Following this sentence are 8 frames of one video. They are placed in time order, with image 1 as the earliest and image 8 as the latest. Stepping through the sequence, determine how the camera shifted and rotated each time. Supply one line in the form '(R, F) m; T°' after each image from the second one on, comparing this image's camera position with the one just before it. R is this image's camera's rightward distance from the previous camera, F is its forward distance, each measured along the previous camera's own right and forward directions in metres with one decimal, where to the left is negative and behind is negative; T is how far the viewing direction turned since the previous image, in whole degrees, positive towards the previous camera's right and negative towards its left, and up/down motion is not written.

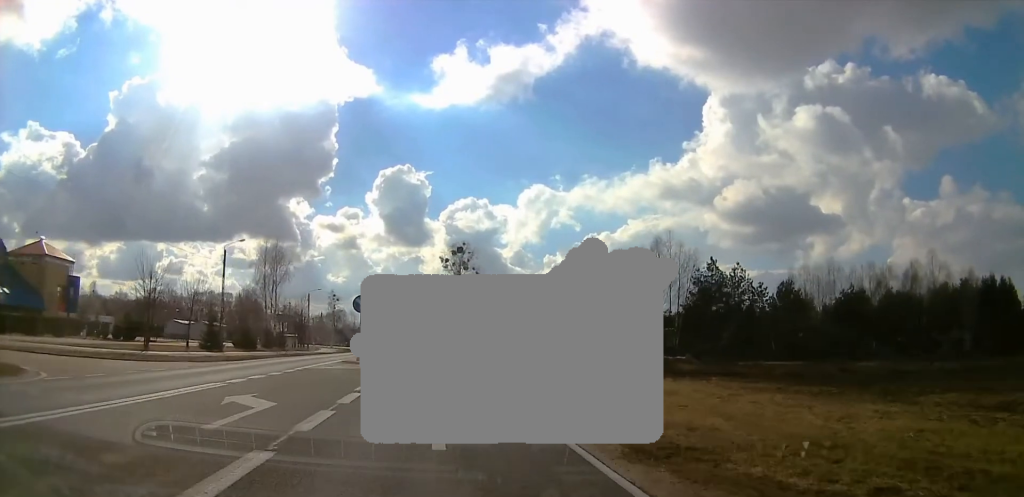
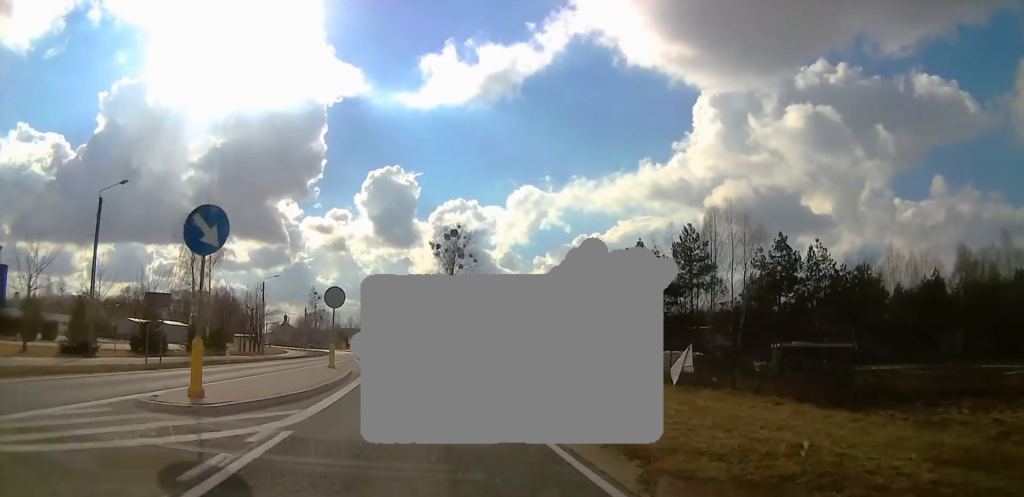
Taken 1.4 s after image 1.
(-0.3, +20.5) m; -3°
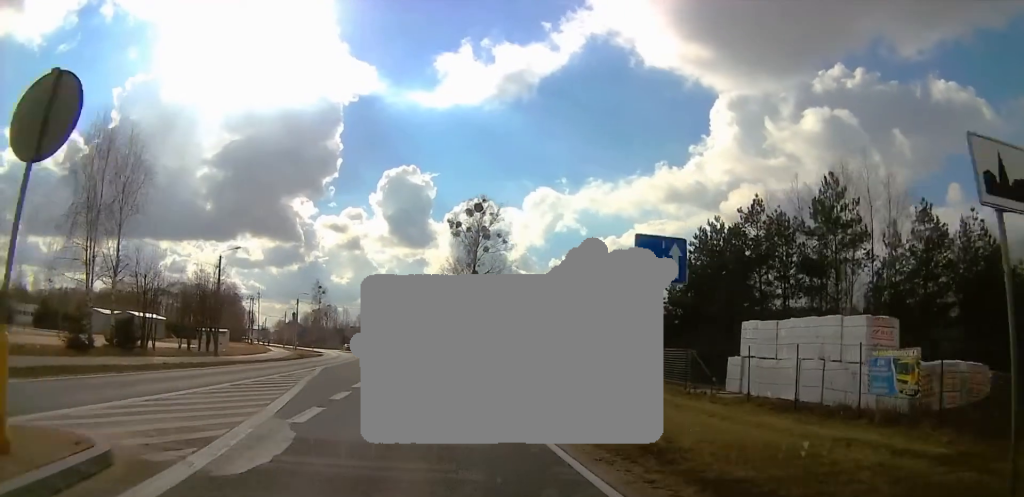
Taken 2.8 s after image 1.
(-0.2, +20.8) m; -1°
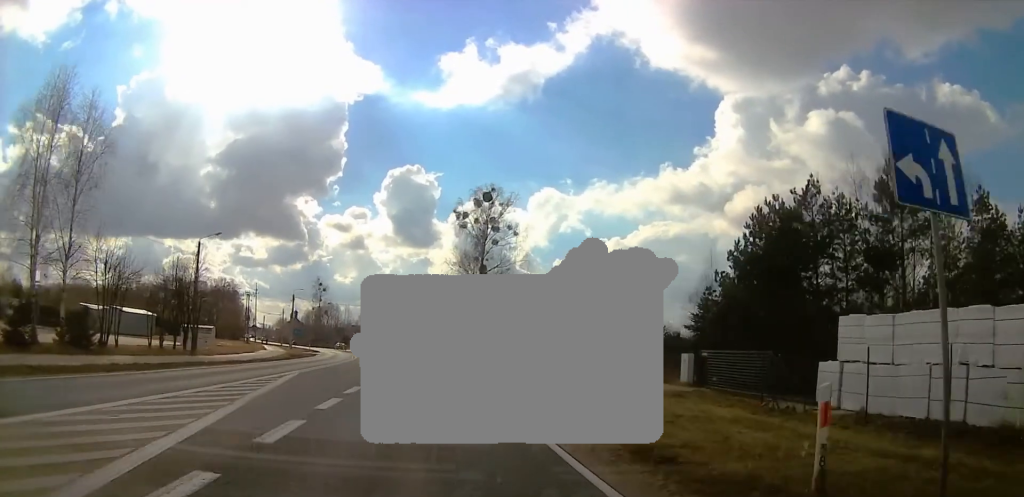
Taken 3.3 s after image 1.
(0.0, +6.3) m; -1°
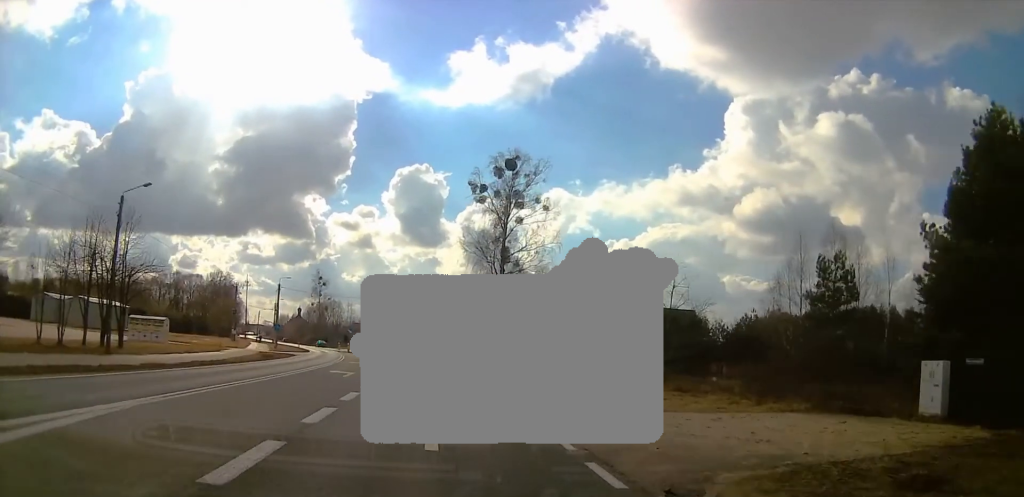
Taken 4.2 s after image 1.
(-0.2, +13.7) m; -1°
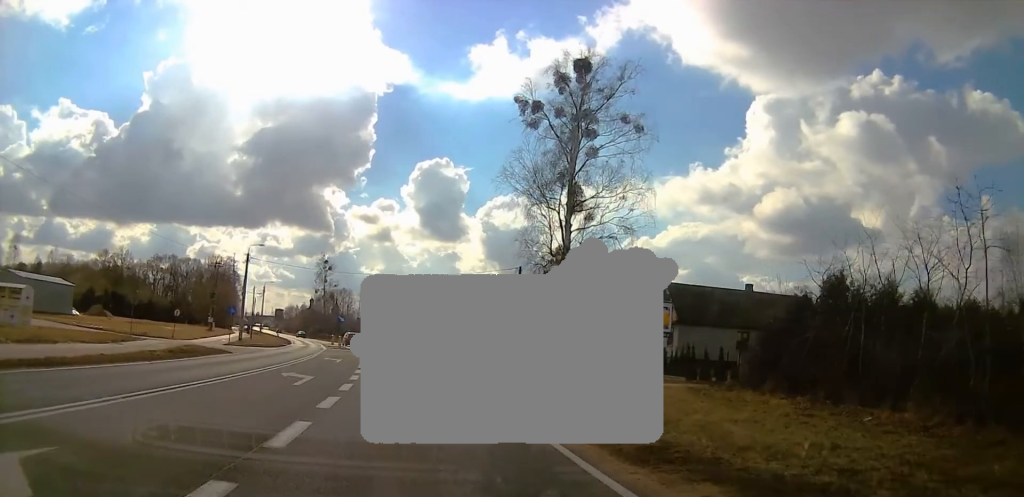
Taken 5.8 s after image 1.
(-0.2, +22.1) m; 0°
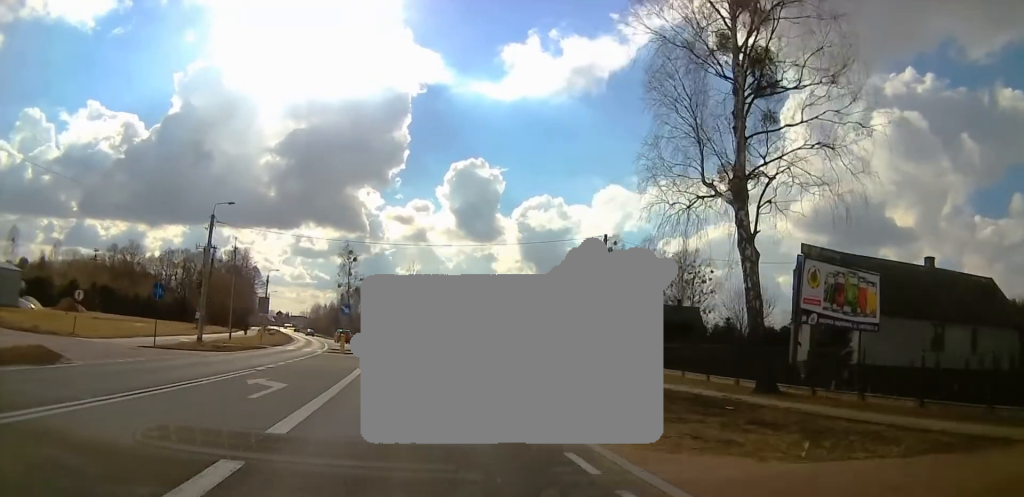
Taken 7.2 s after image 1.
(0.0, +19.1) m; 0°
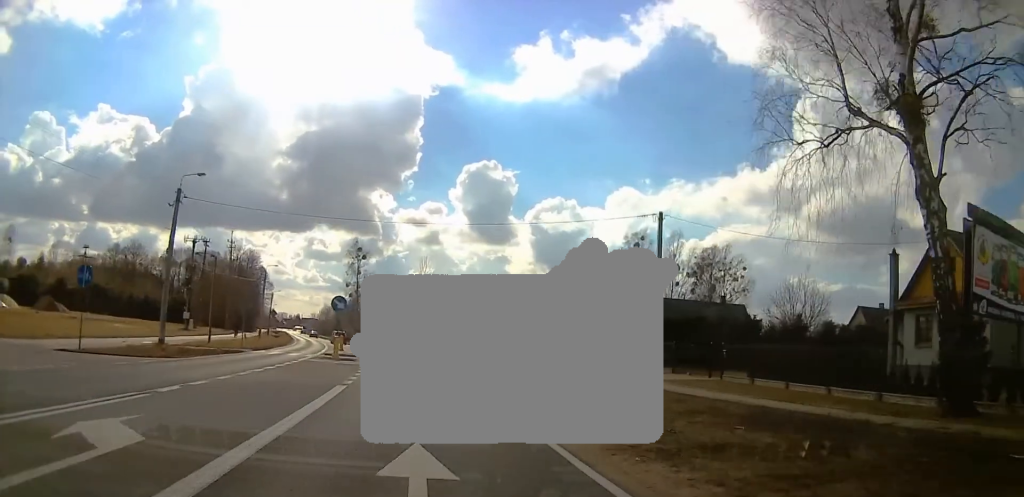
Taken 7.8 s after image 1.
(0.0, +8.4) m; 0°
